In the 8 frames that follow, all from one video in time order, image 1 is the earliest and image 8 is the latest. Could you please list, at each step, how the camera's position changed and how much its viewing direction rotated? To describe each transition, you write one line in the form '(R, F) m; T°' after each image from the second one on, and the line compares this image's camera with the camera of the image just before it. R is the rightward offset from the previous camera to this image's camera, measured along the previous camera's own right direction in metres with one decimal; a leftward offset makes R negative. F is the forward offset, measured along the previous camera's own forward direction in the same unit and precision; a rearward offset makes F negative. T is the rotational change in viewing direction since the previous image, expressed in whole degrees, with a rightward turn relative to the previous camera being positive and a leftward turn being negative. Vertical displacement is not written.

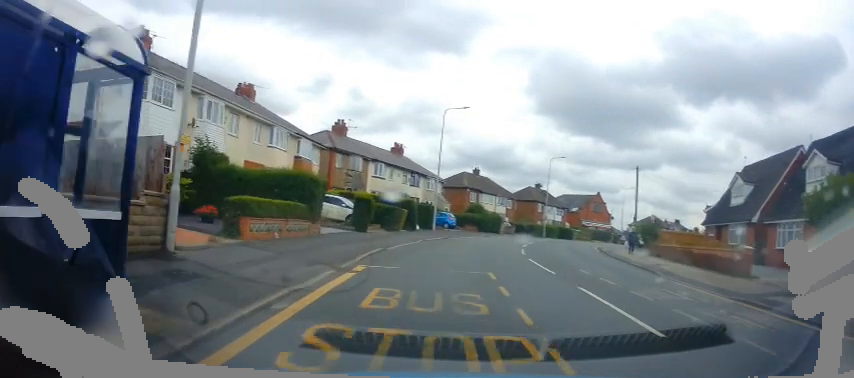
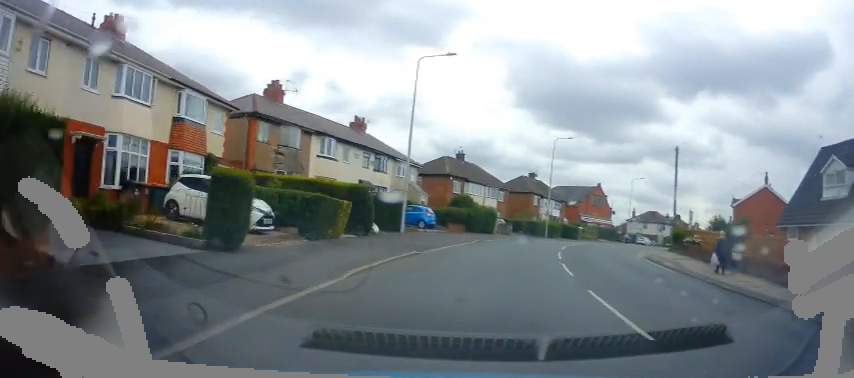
(0.0, +12.2) m; +2°
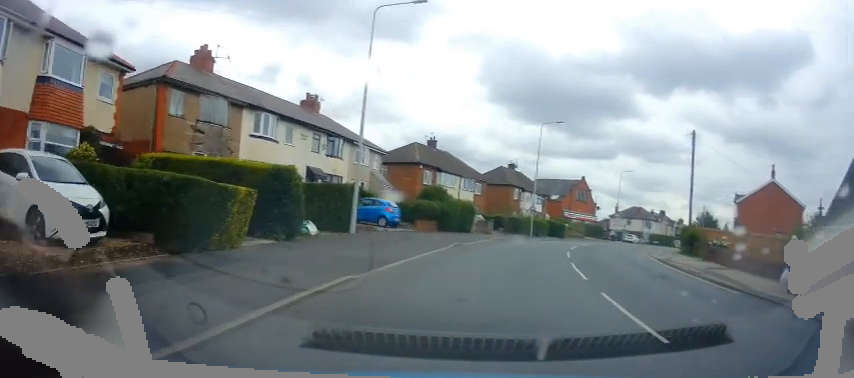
(-0.1, +6.4) m; +3°
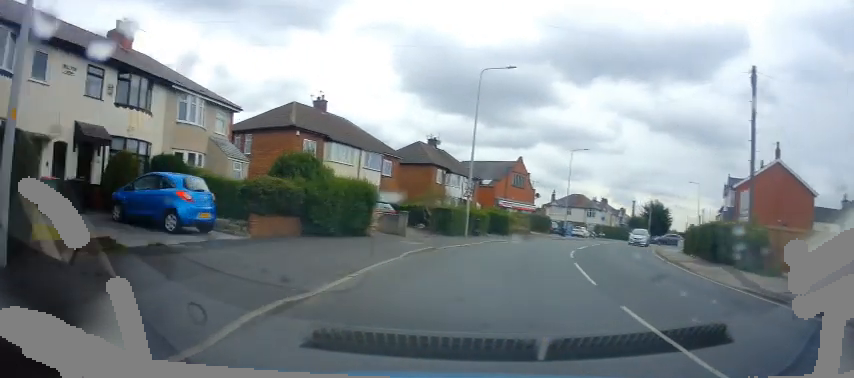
(+1.7, +13.6) m; +12°
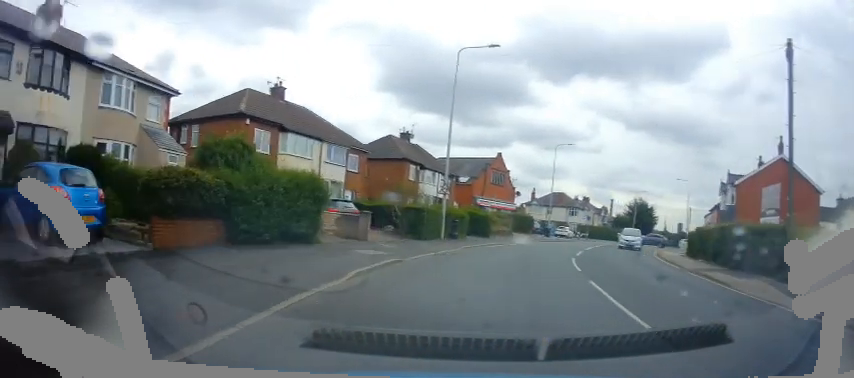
(+0.1, +3.6) m; +3°
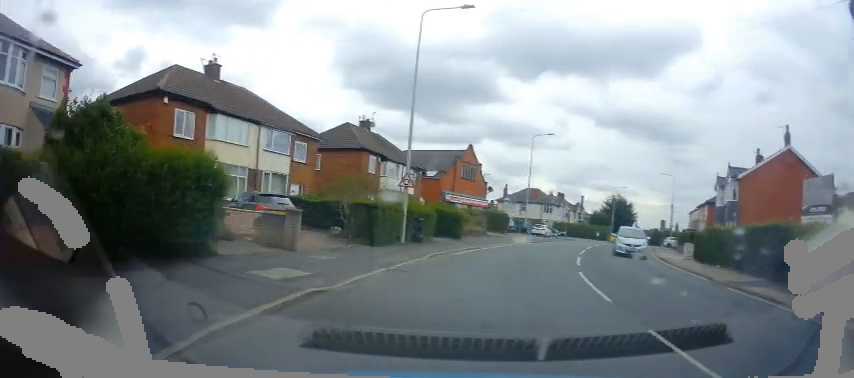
(+0.2, +4.9) m; +4°
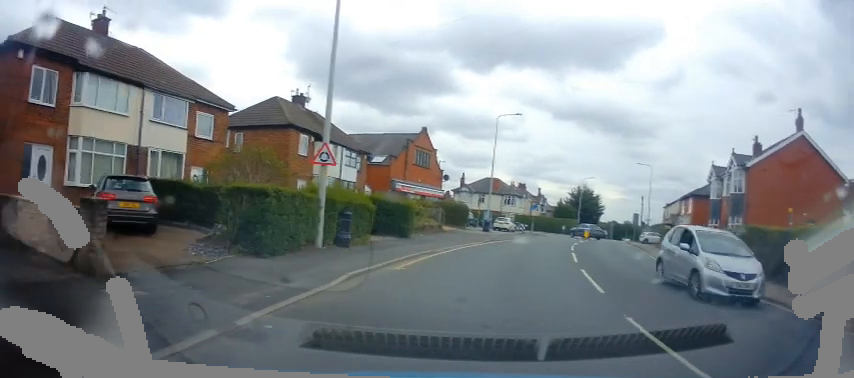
(+0.2, +6.3) m; +5°
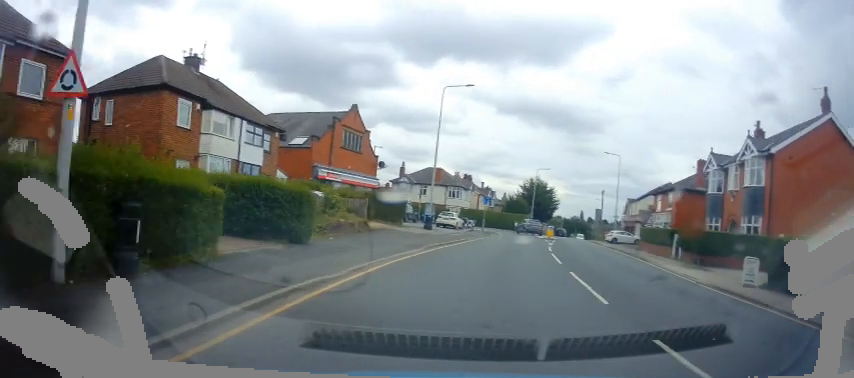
(+0.5, +8.0) m; +6°
